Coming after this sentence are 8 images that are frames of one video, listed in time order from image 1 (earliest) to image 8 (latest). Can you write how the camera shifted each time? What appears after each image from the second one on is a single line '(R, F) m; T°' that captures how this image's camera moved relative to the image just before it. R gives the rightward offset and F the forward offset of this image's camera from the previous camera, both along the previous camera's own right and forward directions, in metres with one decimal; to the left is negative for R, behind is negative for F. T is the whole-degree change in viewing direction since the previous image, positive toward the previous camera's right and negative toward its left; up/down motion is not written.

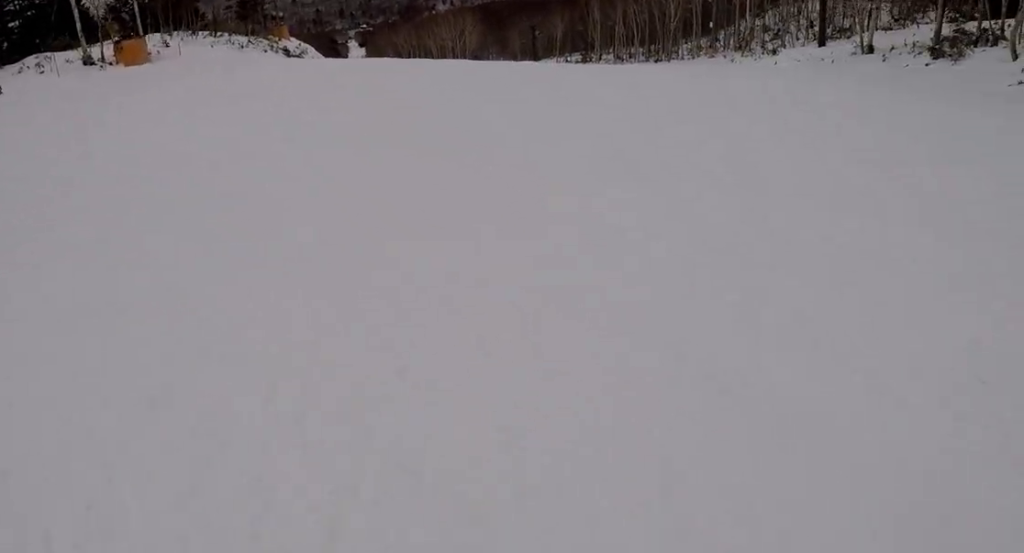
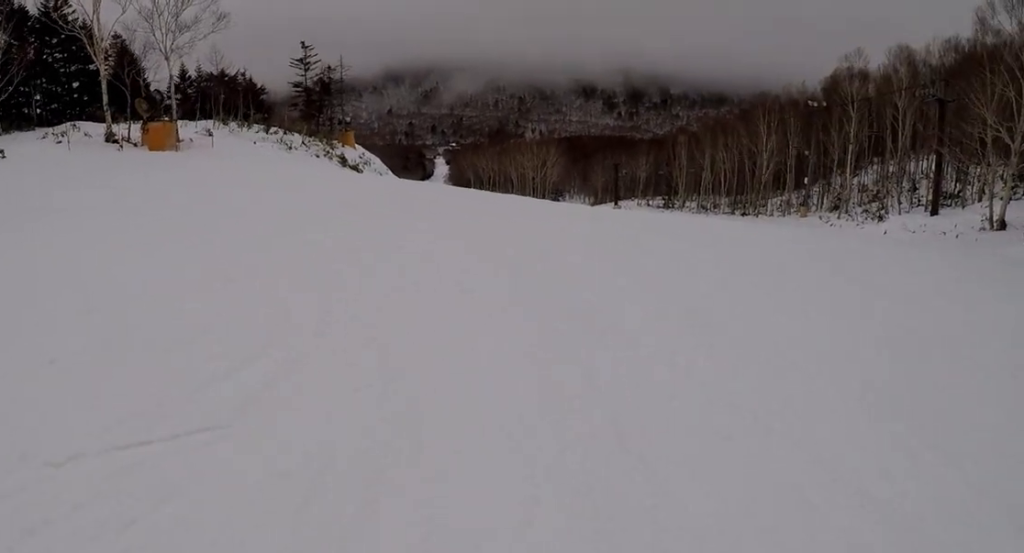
(+0.1, +7.2) m; -2°
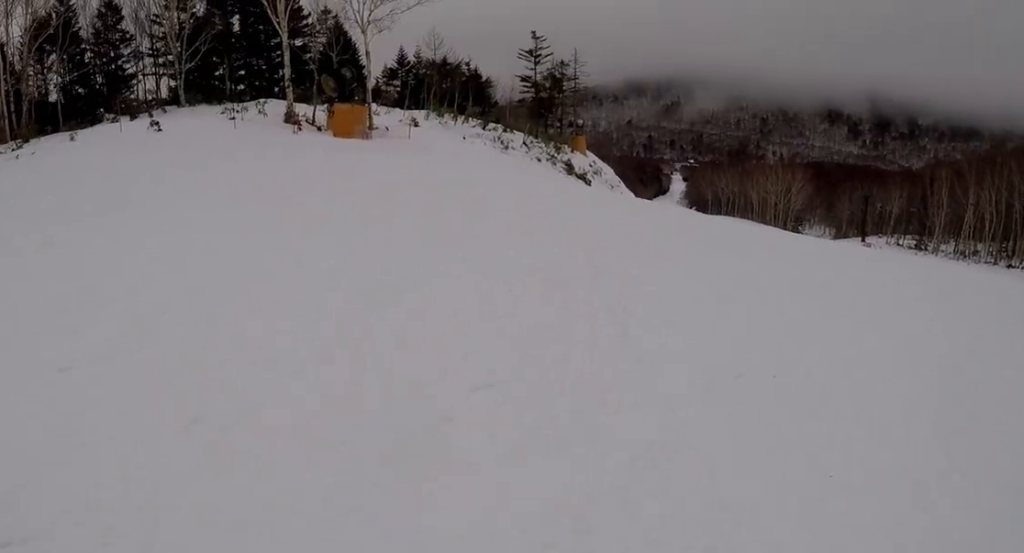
(-0.1, +6.7) m; -1°
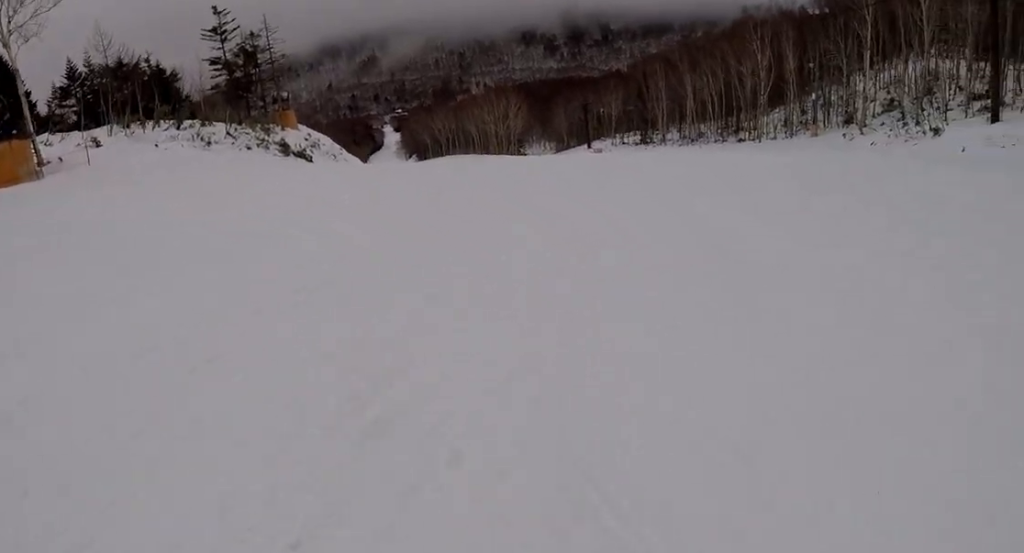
(0.0, +4.1) m; +6°
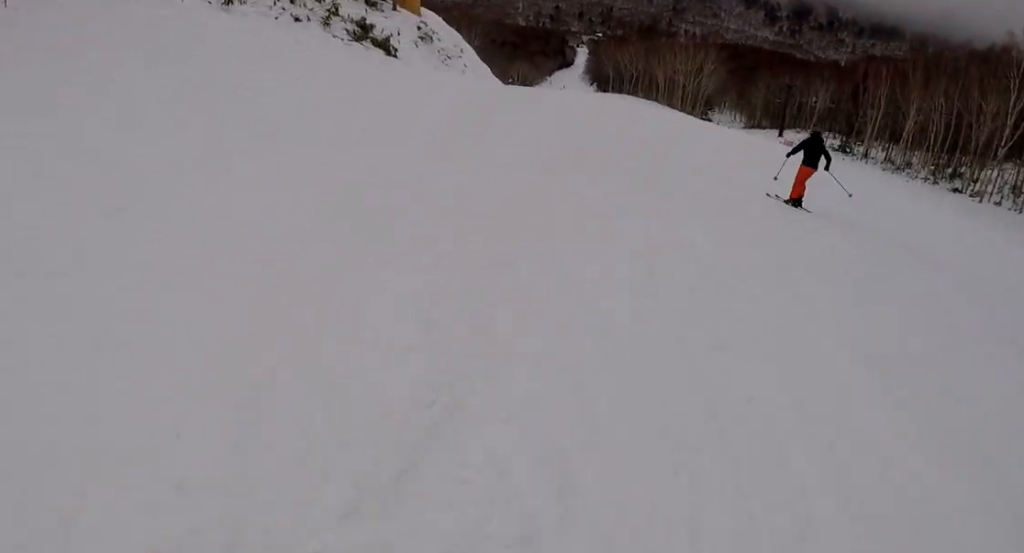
(+0.2, +11.0) m; -5°
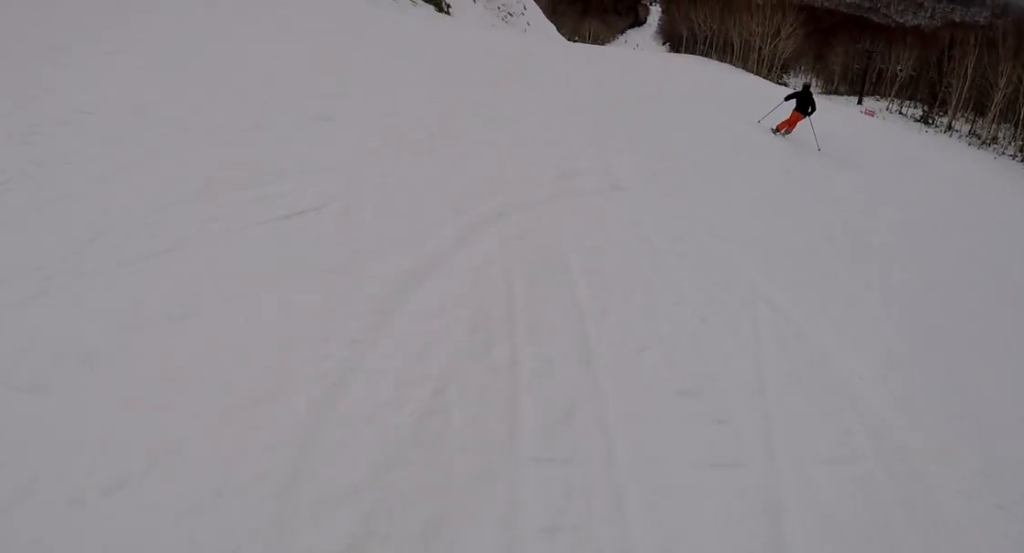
(0.0, +3.1) m; +7°
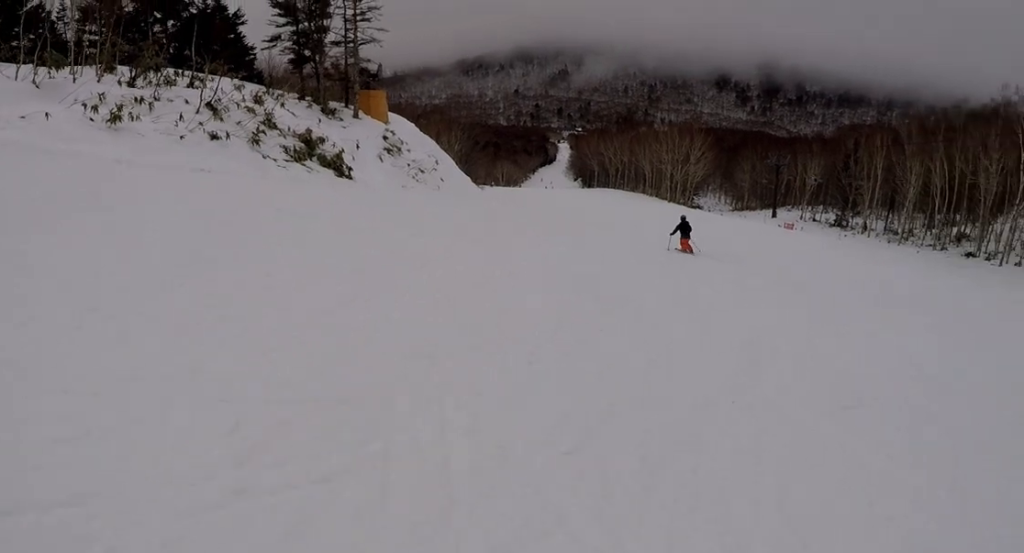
(+0.2, +4.5) m; +11°
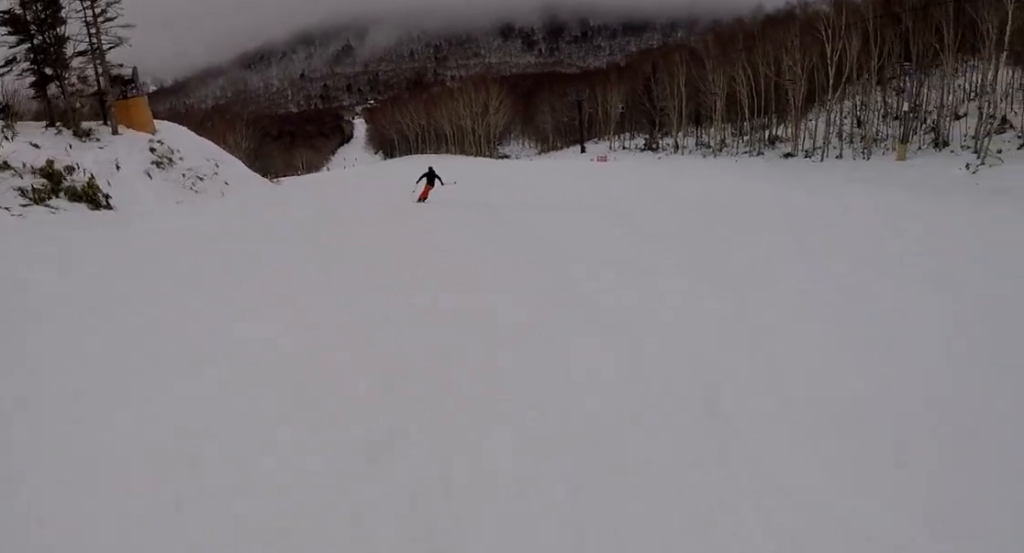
(+1.1, +3.5) m; 0°
